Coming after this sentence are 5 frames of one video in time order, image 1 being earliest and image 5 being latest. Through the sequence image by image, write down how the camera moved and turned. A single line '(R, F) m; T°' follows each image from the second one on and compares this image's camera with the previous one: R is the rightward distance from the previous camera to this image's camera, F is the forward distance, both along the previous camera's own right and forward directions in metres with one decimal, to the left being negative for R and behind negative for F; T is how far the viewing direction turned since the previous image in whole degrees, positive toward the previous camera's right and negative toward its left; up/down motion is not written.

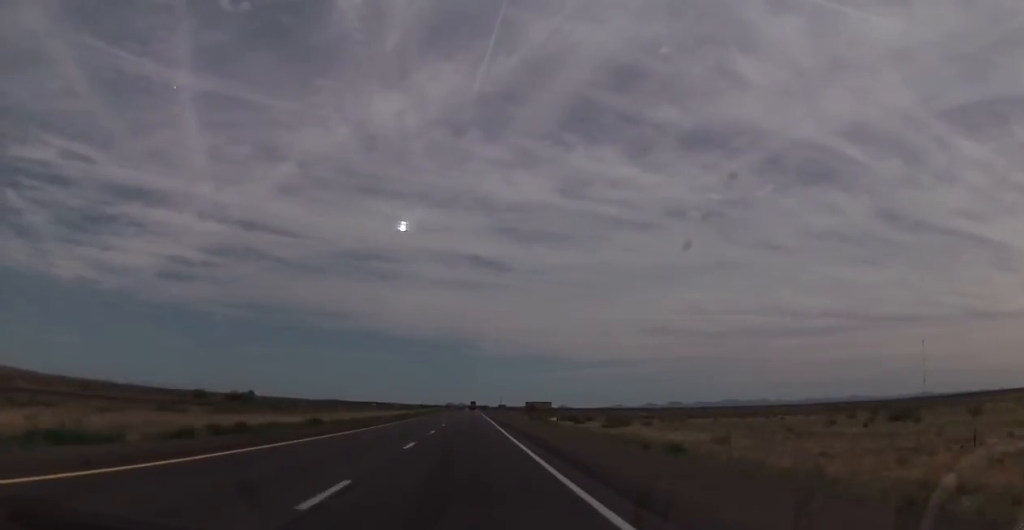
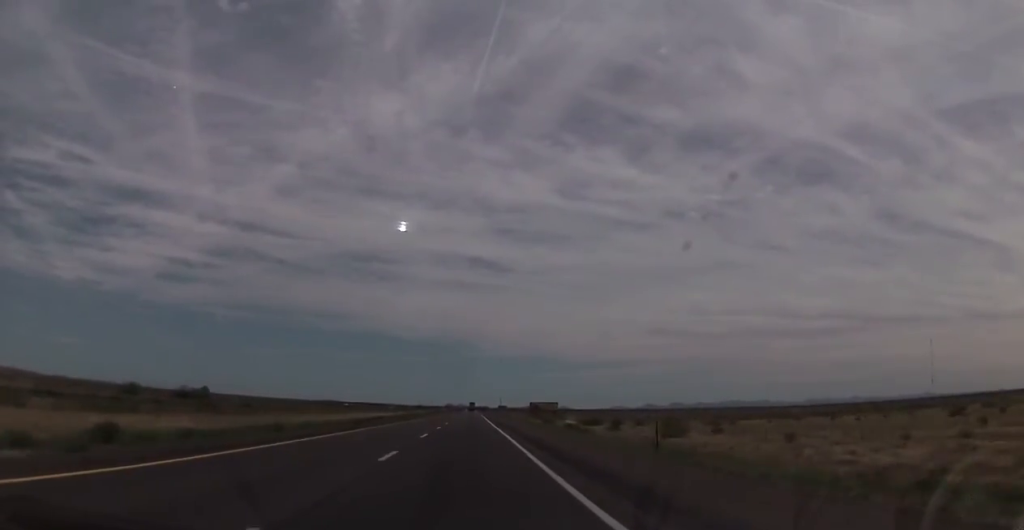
(-0.2, +29.1) m; 0°
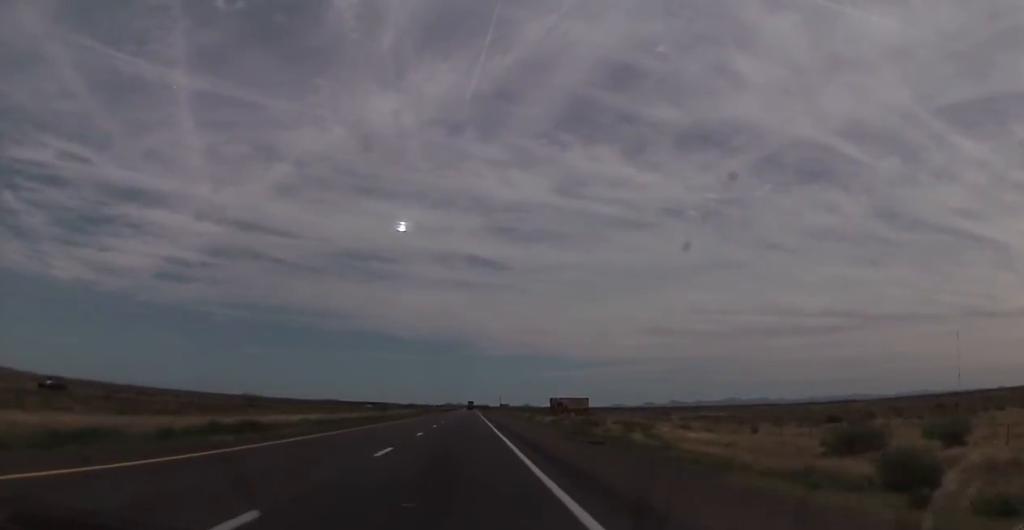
(+0.1, +84.3) m; 0°
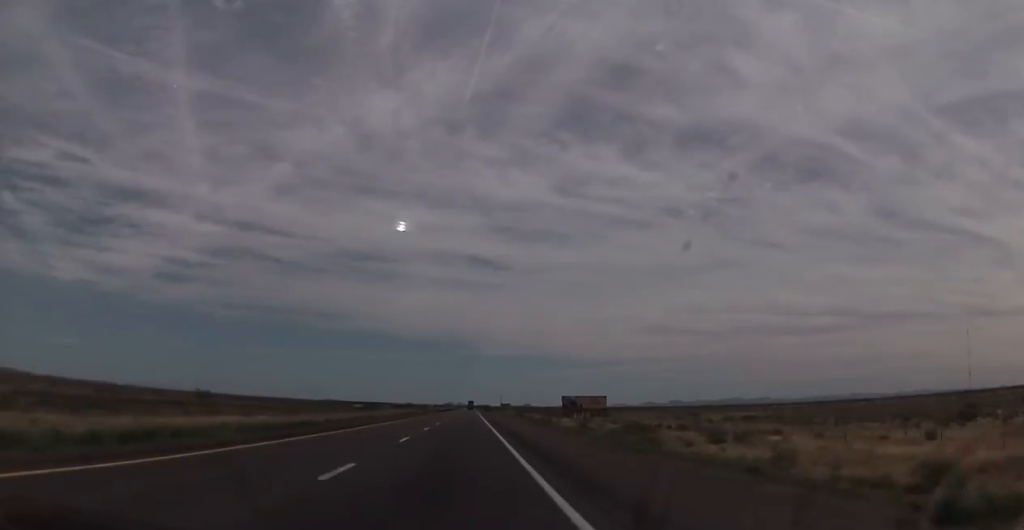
(0.0, +30.0) m; 0°
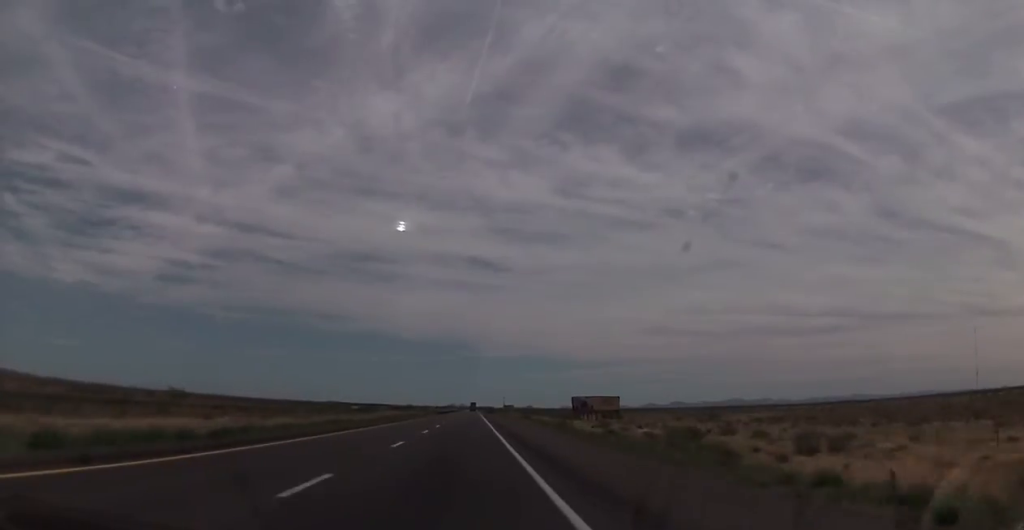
(0.0, +14.4) m; 0°
